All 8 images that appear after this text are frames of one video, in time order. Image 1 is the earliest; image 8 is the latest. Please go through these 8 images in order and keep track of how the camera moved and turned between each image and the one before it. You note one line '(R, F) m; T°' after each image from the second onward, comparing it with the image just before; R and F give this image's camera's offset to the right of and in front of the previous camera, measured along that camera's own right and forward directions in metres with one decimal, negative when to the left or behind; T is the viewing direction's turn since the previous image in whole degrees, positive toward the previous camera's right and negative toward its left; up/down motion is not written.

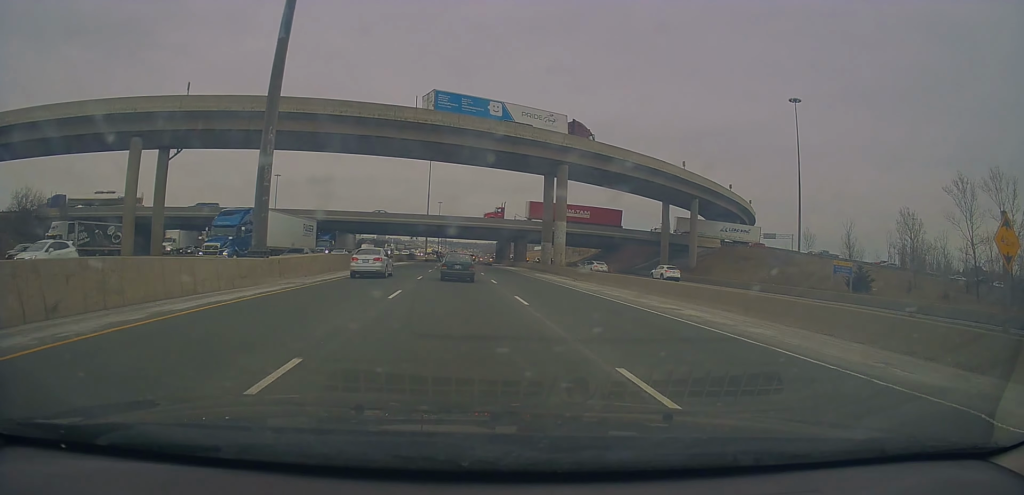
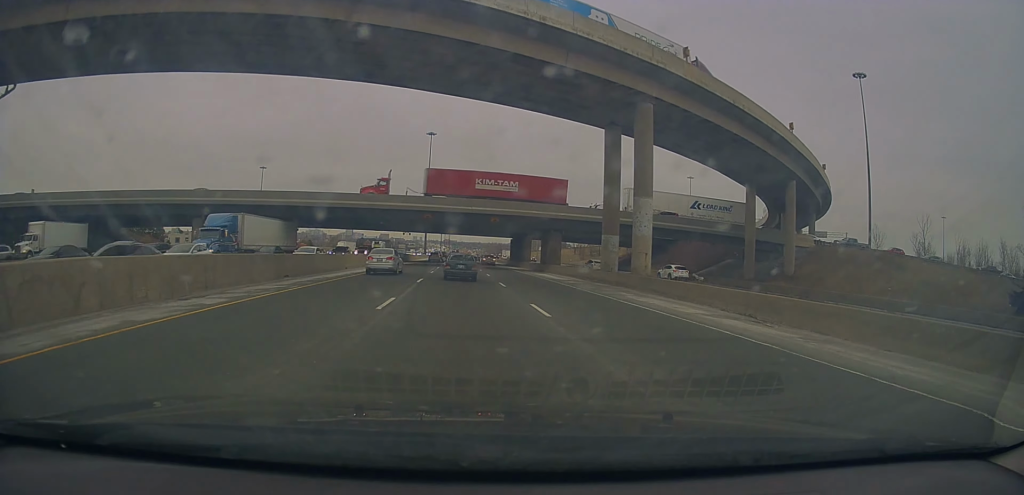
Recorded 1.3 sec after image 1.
(-0.3, +29.1) m; 0°
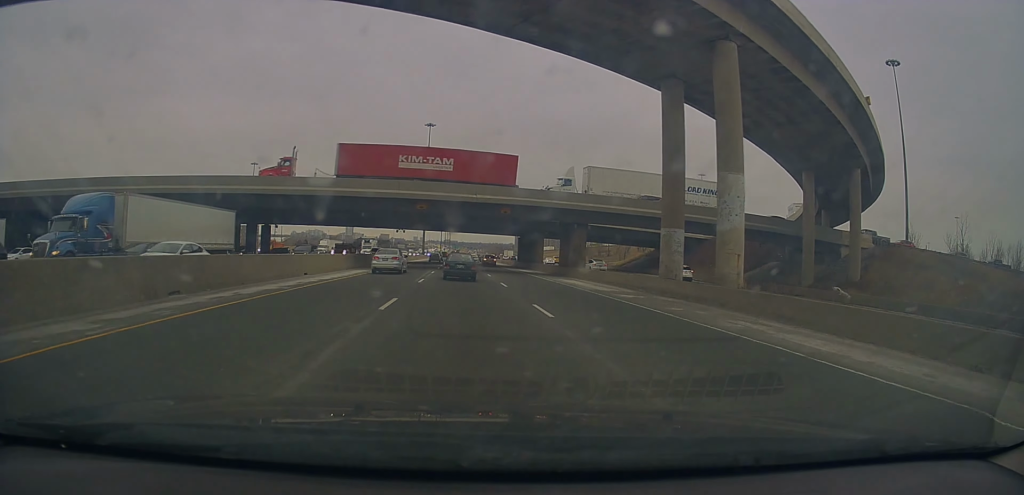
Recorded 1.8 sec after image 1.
(0.0, +11.3) m; 0°
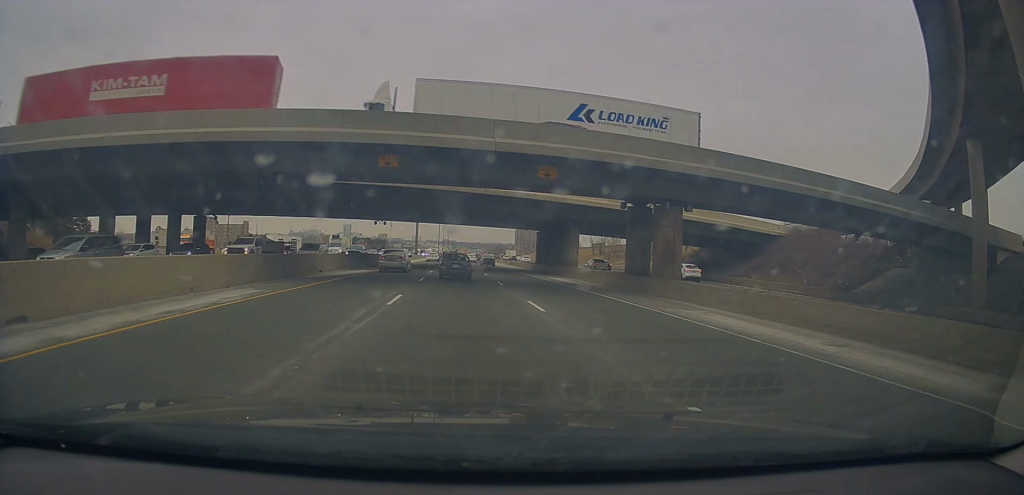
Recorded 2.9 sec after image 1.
(+0.1, +19.6) m; -1°
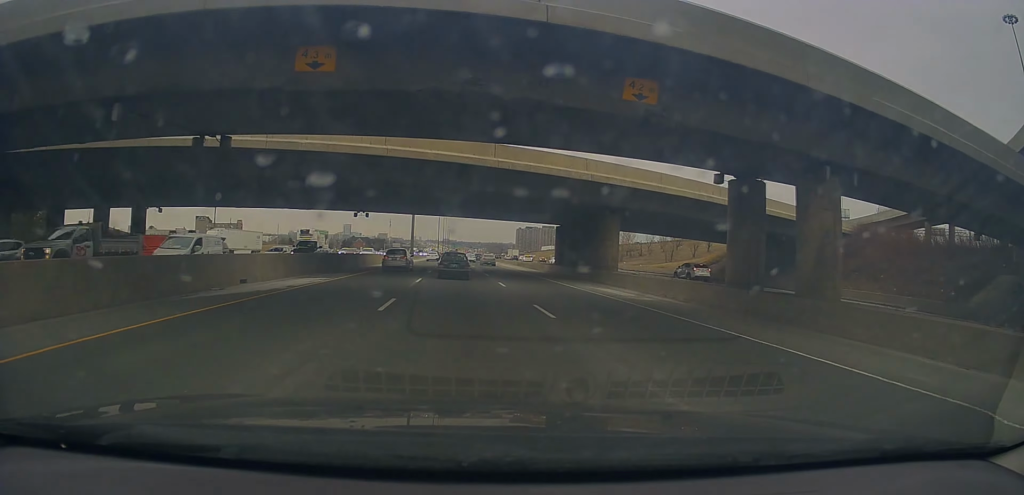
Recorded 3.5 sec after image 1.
(-0.2, +11.8) m; -1°
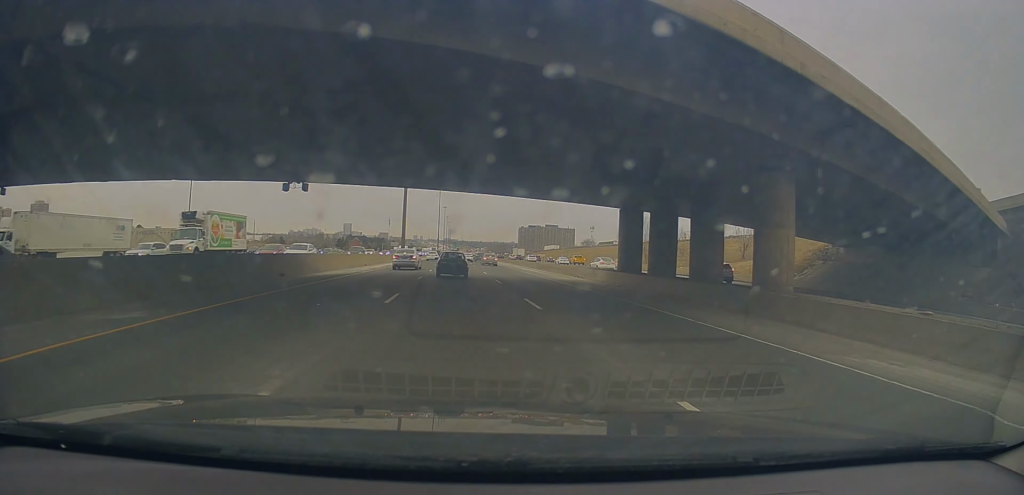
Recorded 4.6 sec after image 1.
(-0.1, +20.2) m; 0°
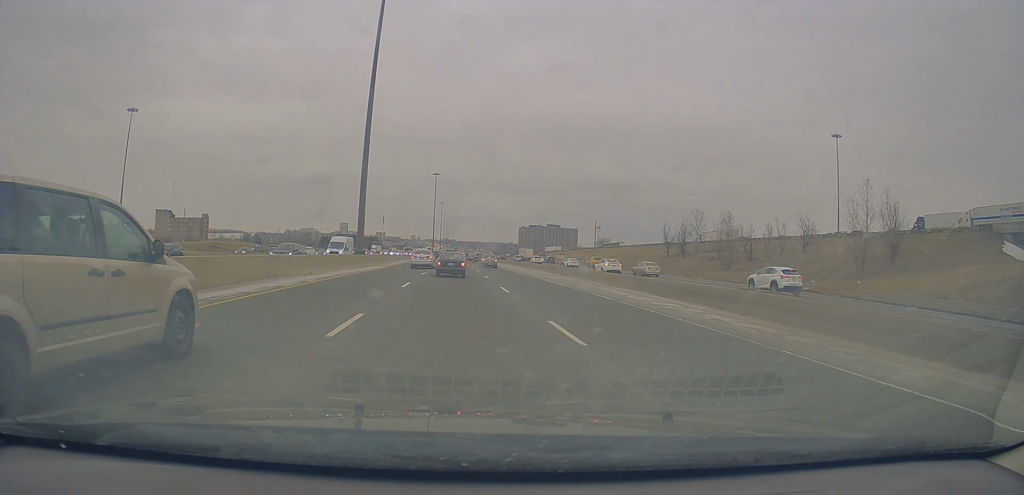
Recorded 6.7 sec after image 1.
(+0.7, +40.1) m; +1°
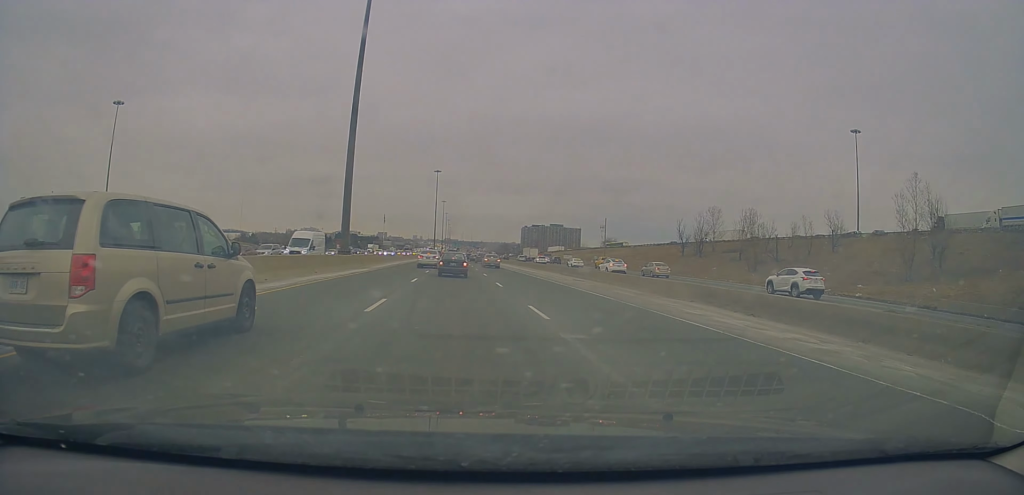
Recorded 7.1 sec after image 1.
(-0.1, +8.7) m; 0°
